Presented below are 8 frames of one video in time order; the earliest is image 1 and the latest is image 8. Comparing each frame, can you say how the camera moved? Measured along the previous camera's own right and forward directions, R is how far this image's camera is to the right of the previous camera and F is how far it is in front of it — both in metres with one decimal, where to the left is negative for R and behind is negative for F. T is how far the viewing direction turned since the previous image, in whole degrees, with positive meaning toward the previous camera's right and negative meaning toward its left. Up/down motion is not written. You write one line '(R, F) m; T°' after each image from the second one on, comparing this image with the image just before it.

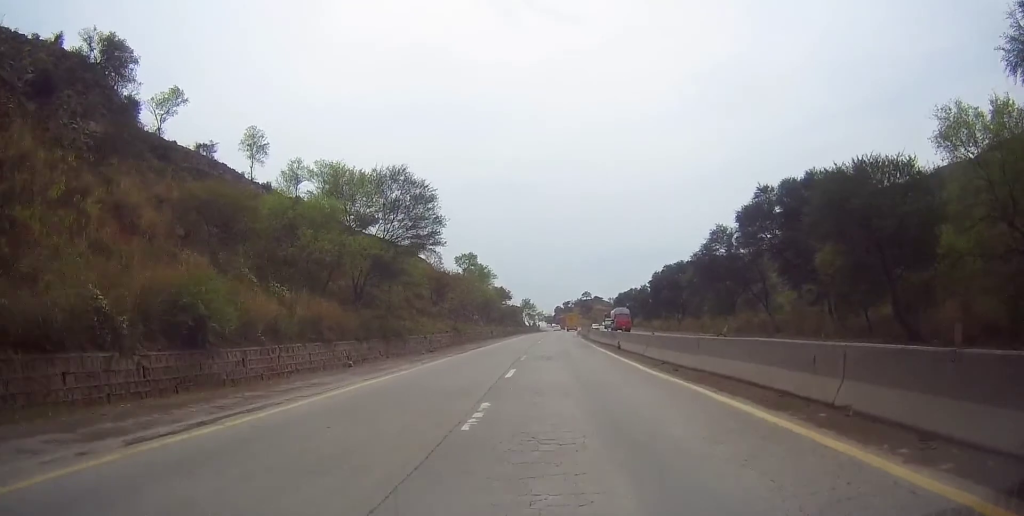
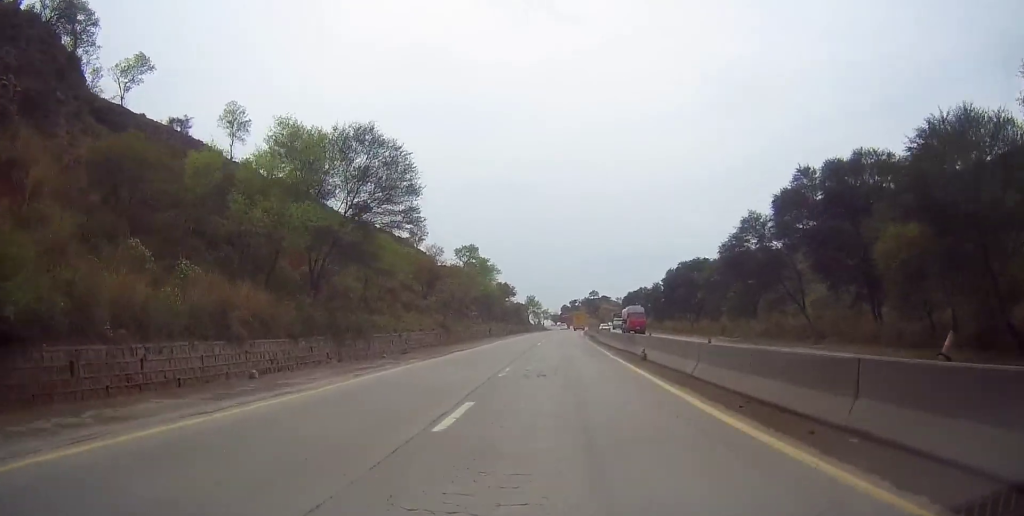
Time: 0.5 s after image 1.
(-0.1, +9.1) m; -1°
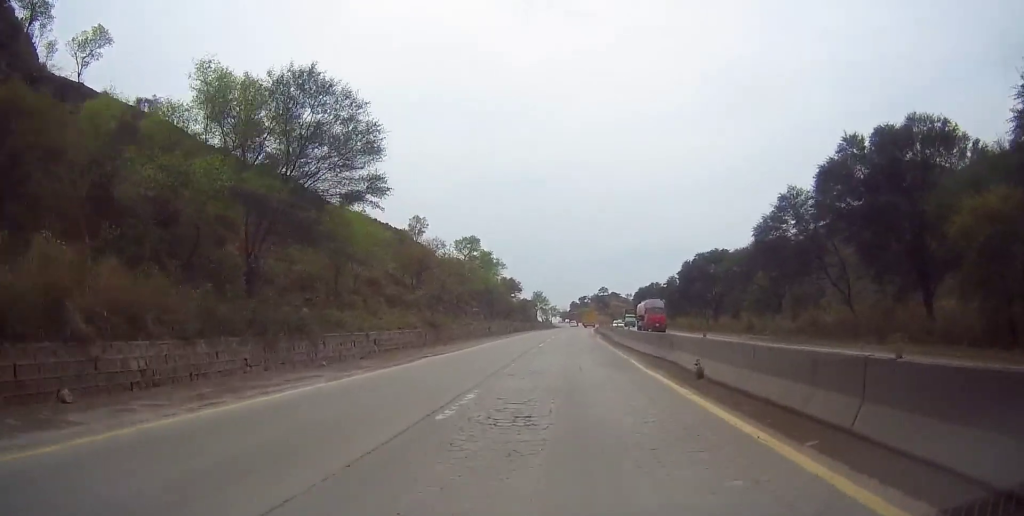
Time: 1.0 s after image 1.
(0.0, +8.4) m; -1°
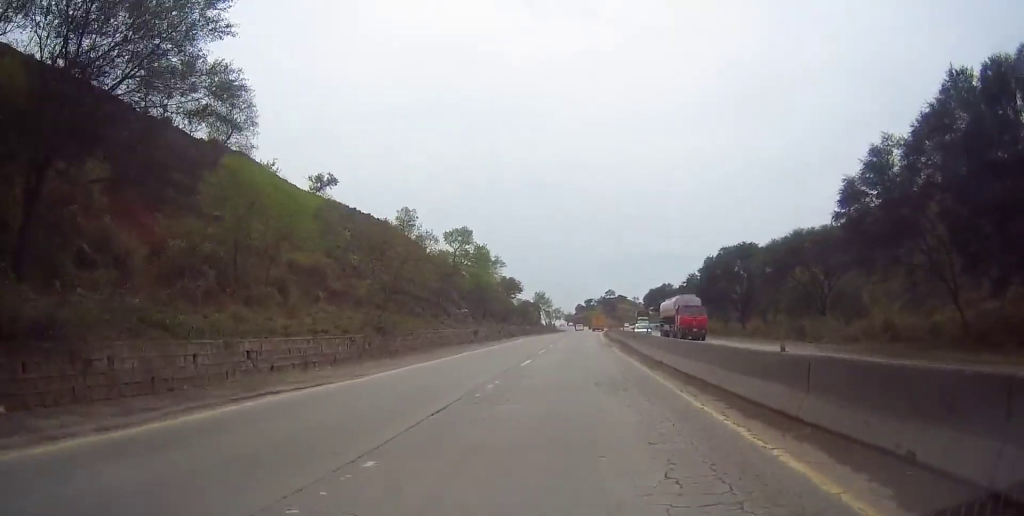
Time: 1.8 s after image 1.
(0.0, +14.8) m; -1°
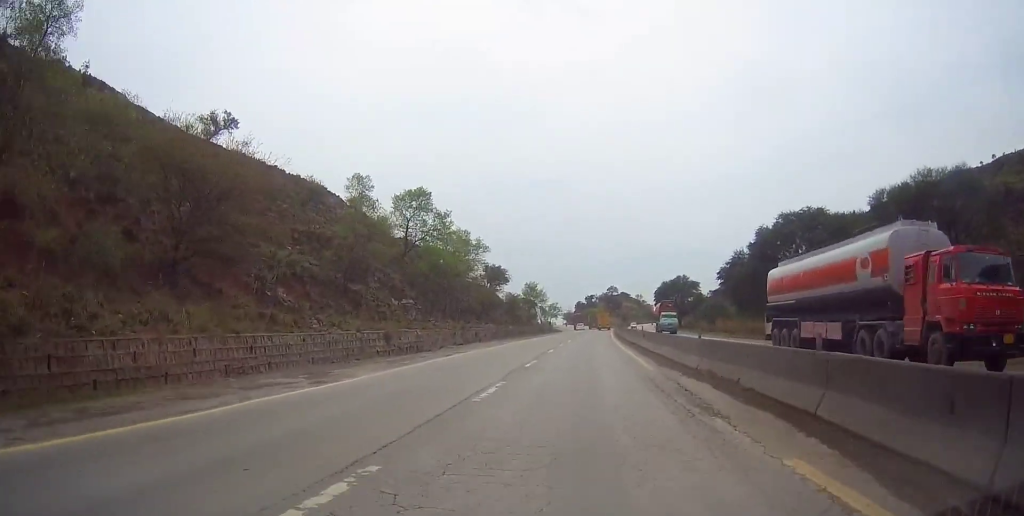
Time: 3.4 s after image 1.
(-0.2, +28.0) m; +1°
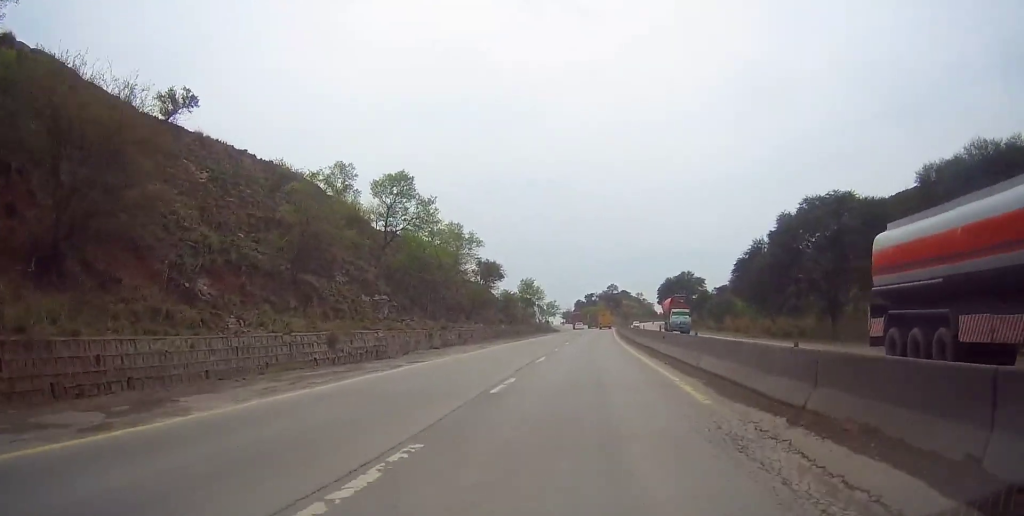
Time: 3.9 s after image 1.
(0.0, +7.7) m; +1°
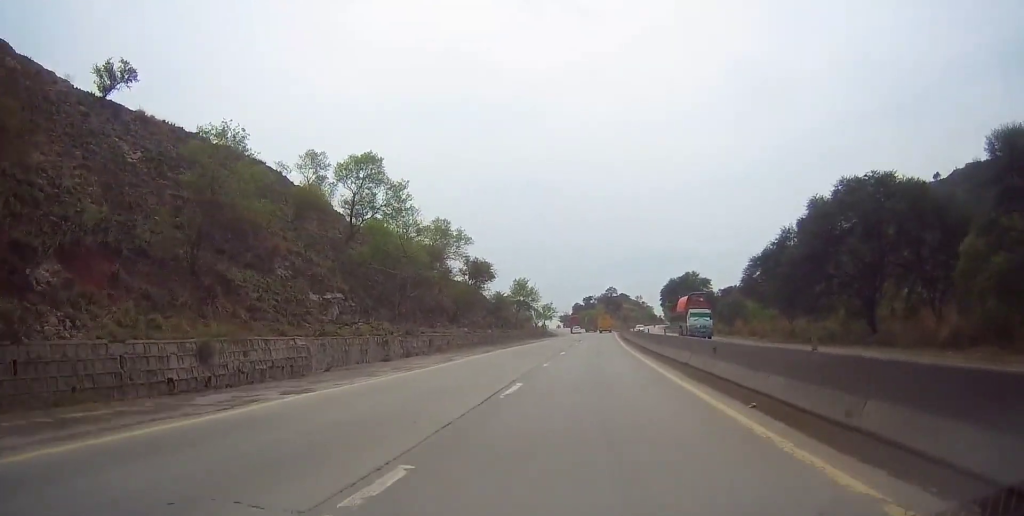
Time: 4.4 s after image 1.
(+0.1, +9.2) m; 0°
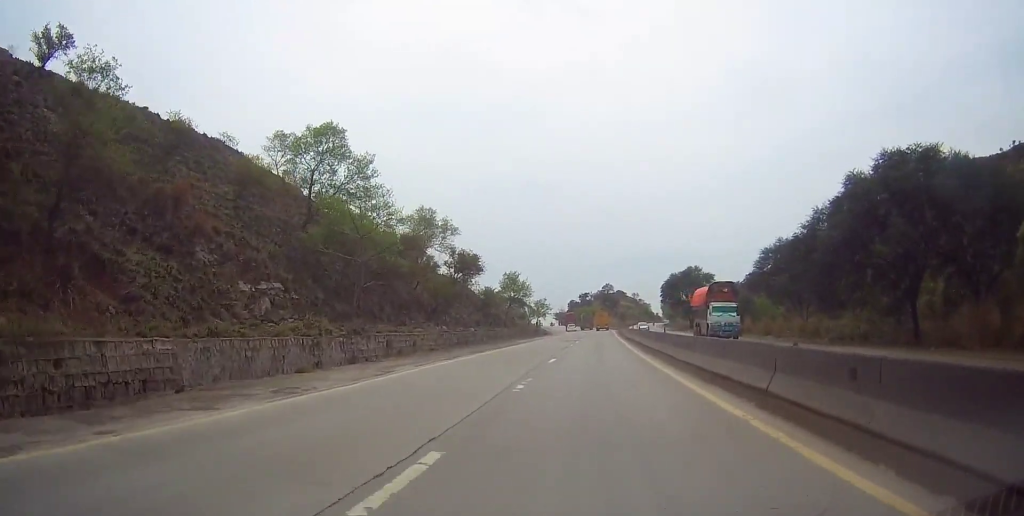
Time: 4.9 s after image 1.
(0.0, +8.5) m; 0°
